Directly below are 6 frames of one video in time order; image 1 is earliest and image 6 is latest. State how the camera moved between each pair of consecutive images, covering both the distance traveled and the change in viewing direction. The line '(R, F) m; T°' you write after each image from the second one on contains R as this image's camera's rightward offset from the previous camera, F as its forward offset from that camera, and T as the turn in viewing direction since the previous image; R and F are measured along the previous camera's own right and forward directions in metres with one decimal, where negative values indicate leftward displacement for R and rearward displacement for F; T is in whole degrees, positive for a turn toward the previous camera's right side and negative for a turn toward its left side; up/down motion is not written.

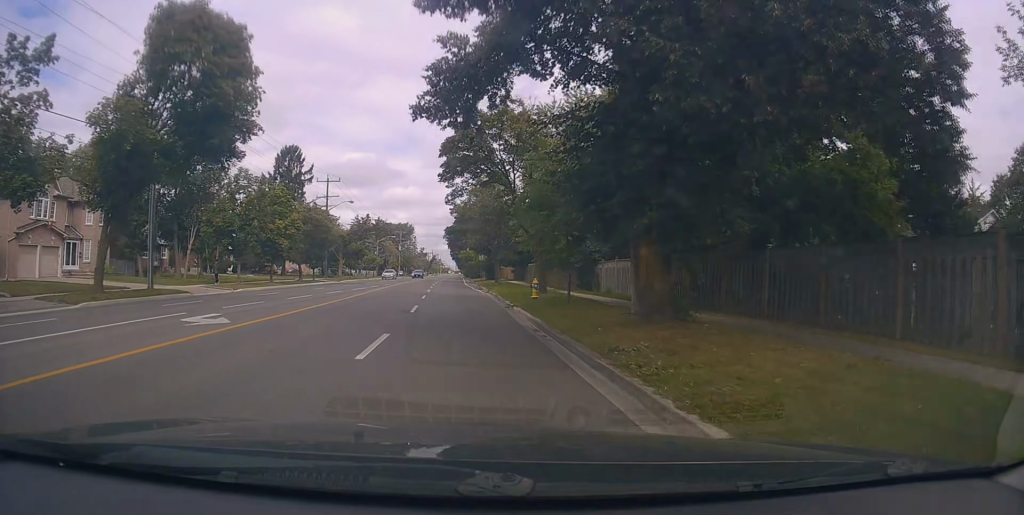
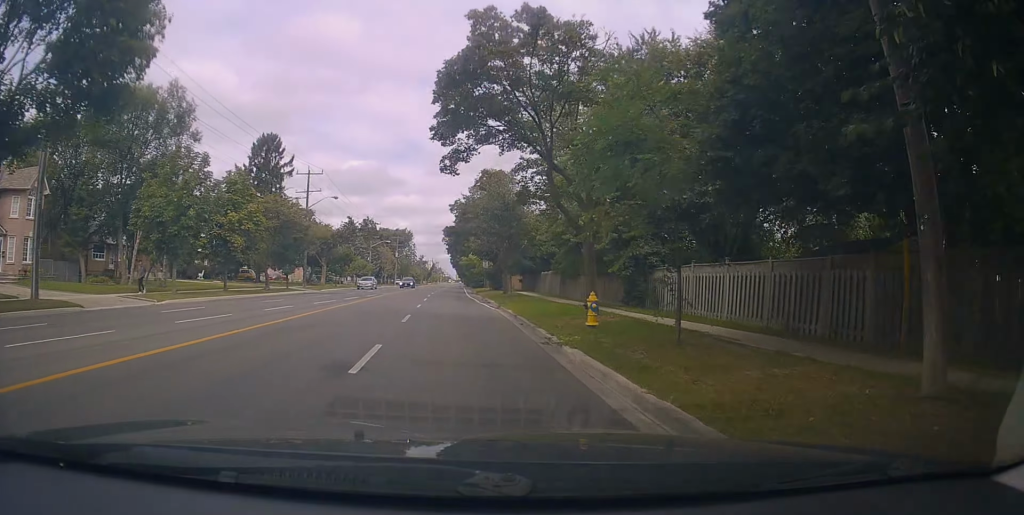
(-0.3, +9.5) m; 0°
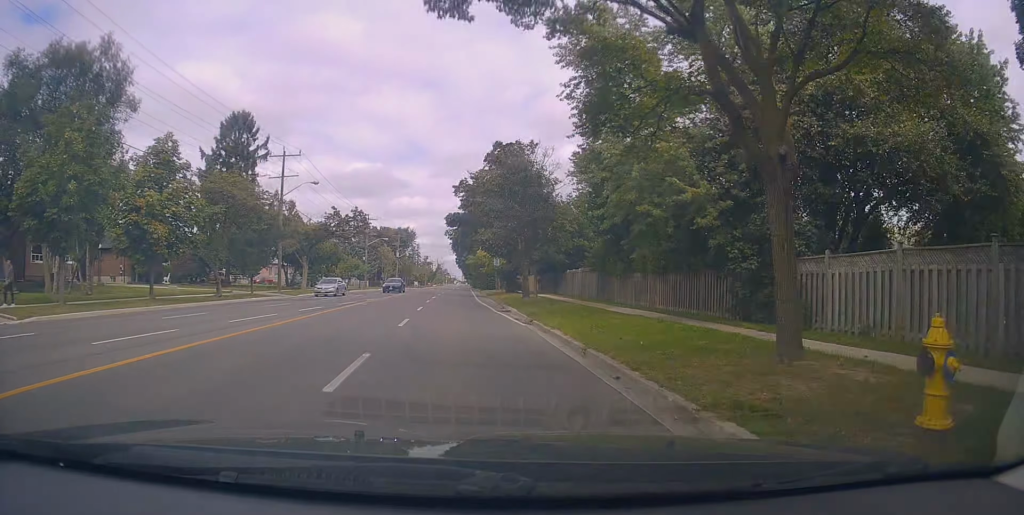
(+0.3, +10.1) m; 0°
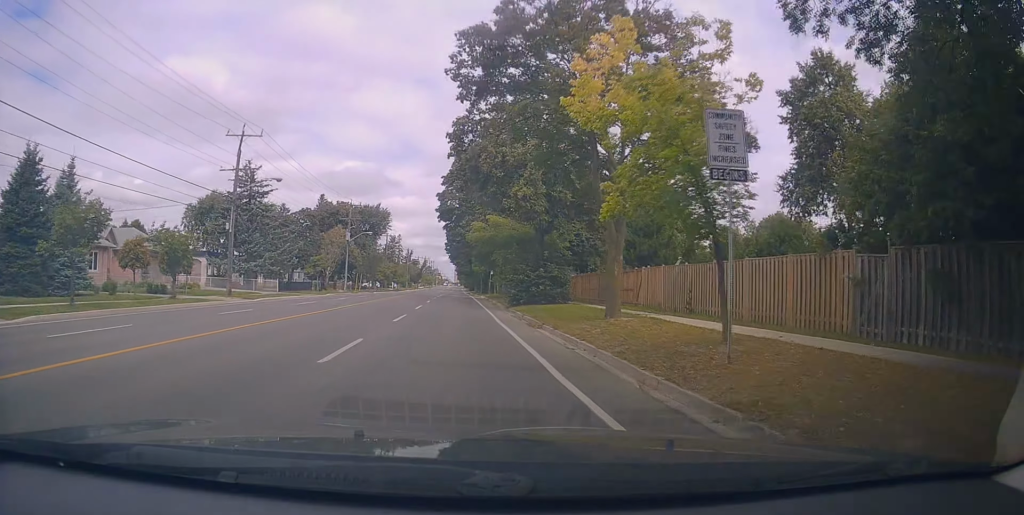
(+0.3, +51.9) m; +1°
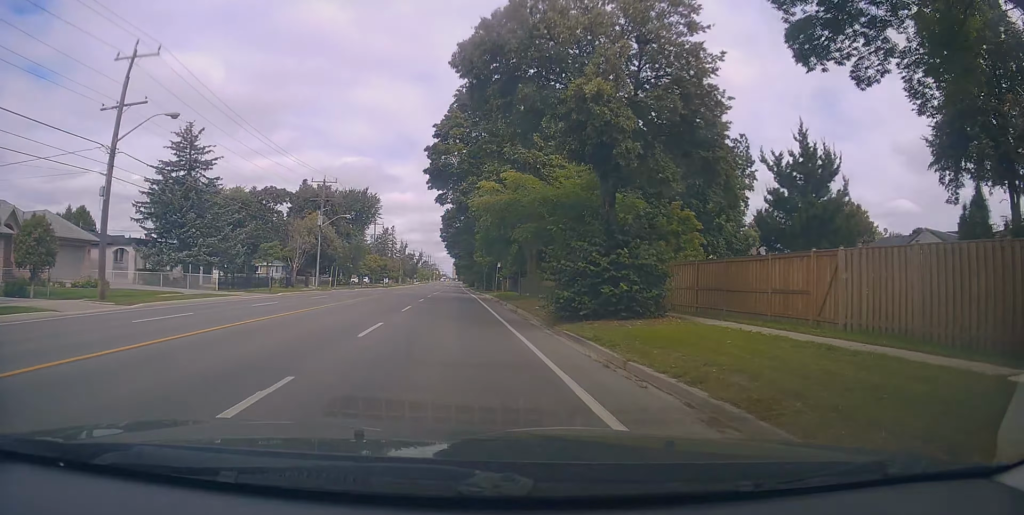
(-0.3, +14.7) m; -1°
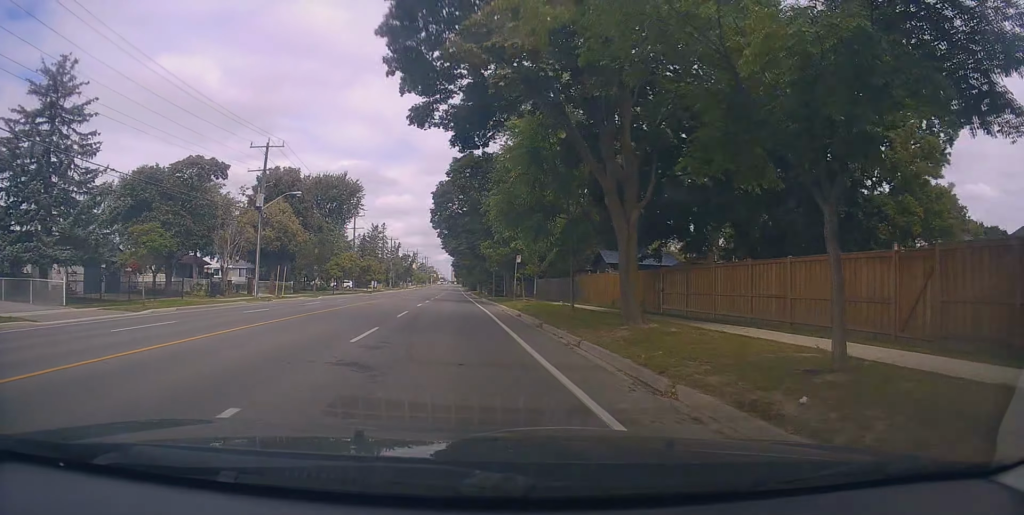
(-0.1, +18.7) m; 0°
